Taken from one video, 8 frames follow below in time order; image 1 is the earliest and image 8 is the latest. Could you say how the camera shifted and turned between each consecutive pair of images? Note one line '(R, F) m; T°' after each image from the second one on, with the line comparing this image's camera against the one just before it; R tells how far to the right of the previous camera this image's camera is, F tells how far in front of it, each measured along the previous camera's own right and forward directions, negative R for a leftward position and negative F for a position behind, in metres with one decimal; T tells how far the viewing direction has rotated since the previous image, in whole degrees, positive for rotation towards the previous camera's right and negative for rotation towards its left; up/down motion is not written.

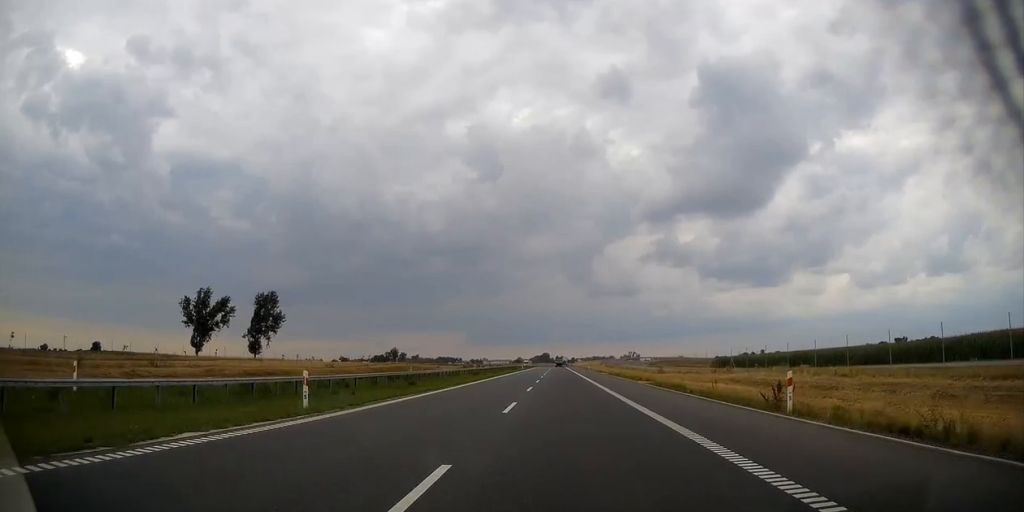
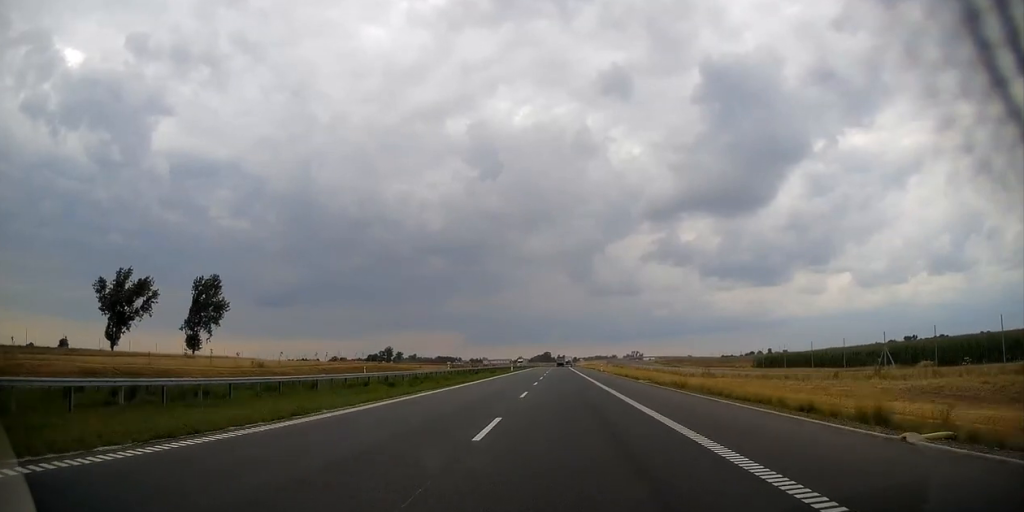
(0.0, +29.7) m; 0°
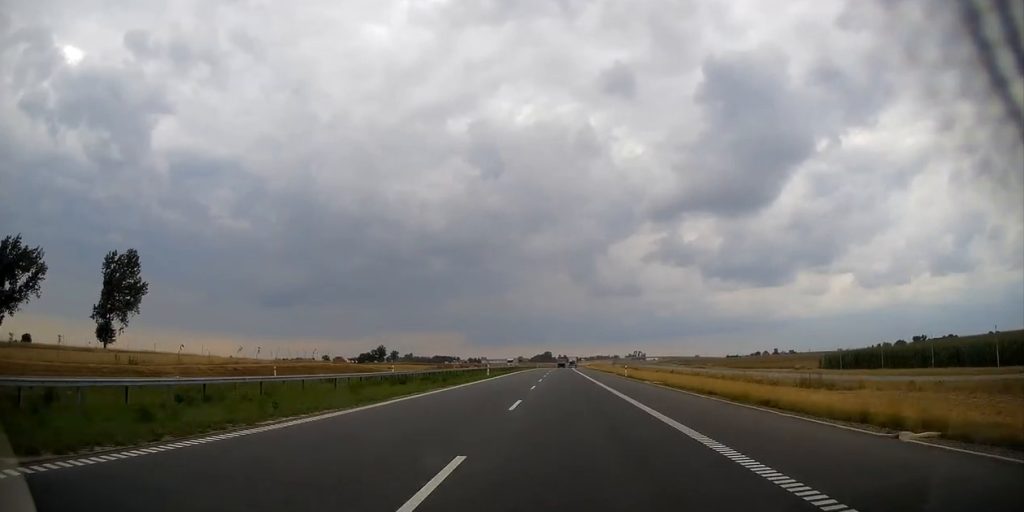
(-0.1, +29.8) m; 0°
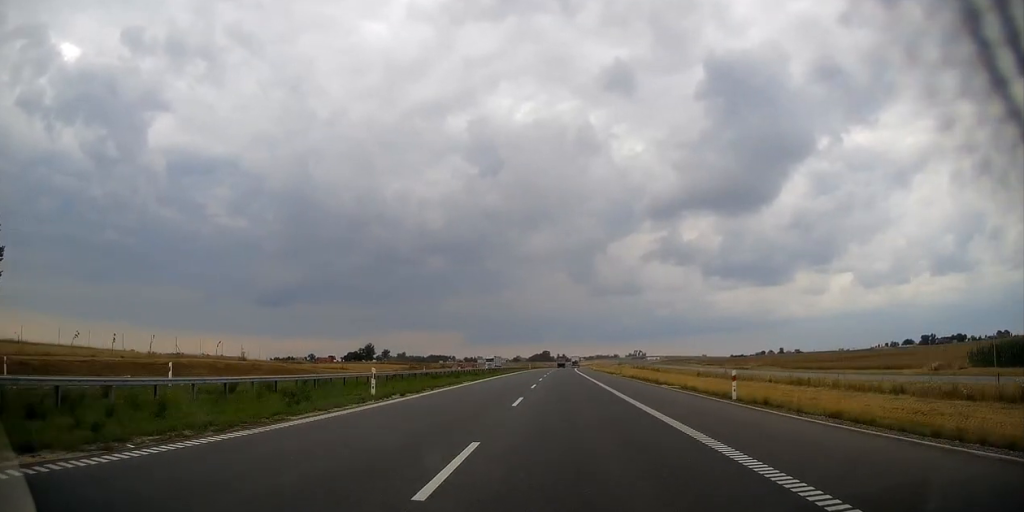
(+0.1, +34.8) m; 0°
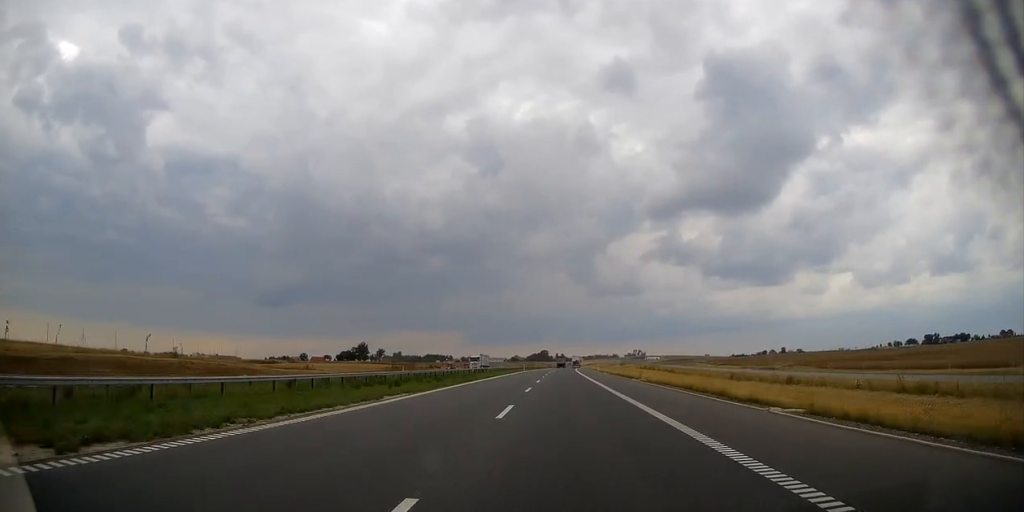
(0.0, +16.1) m; 0°
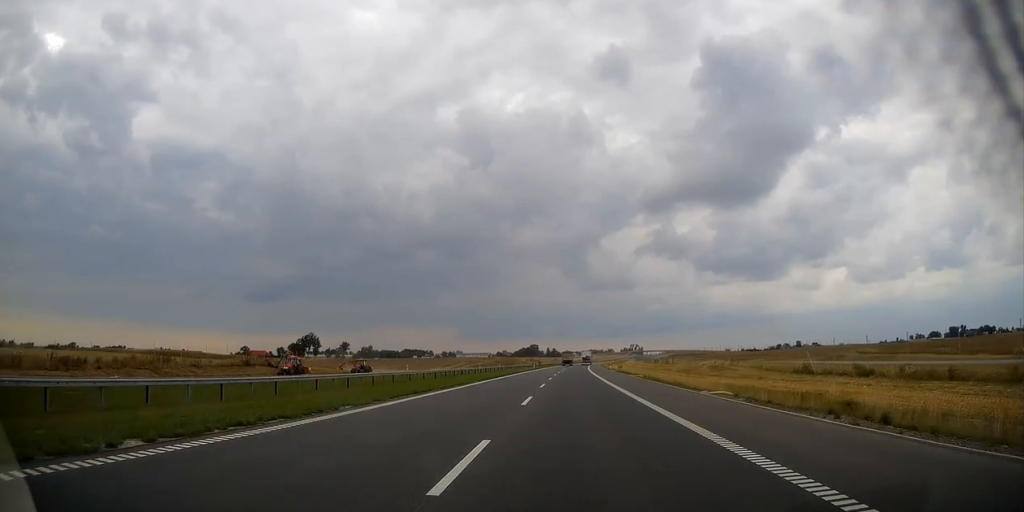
(+0.5, +104.5) m; +1°
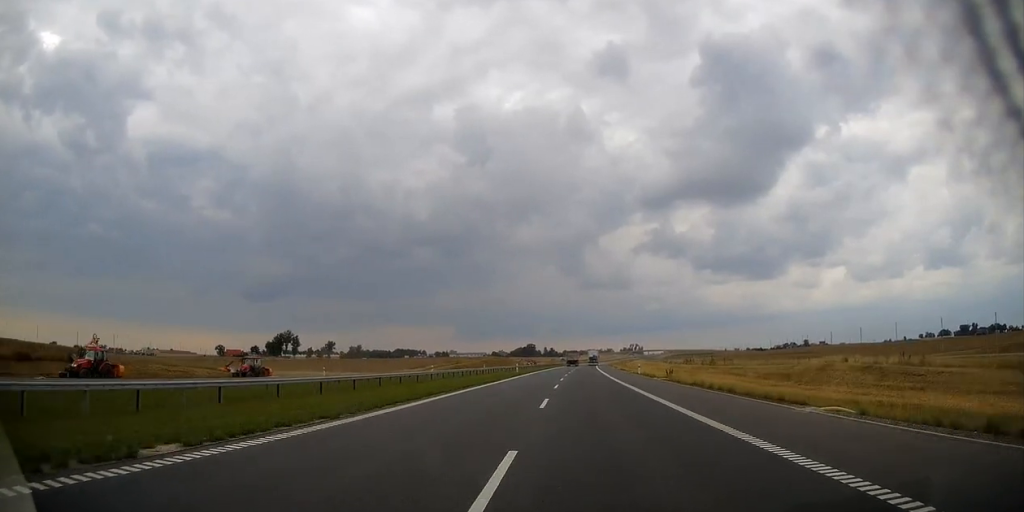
(0.0, +37.3) m; 0°
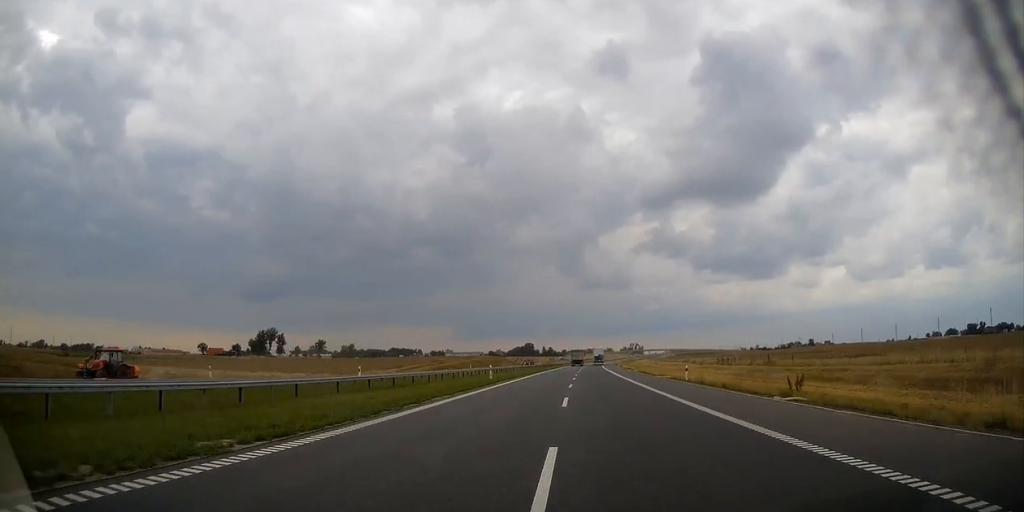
(0.0, +23.9) m; 0°
